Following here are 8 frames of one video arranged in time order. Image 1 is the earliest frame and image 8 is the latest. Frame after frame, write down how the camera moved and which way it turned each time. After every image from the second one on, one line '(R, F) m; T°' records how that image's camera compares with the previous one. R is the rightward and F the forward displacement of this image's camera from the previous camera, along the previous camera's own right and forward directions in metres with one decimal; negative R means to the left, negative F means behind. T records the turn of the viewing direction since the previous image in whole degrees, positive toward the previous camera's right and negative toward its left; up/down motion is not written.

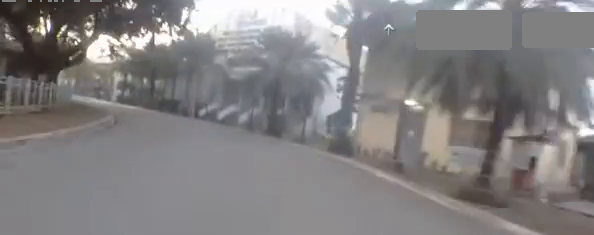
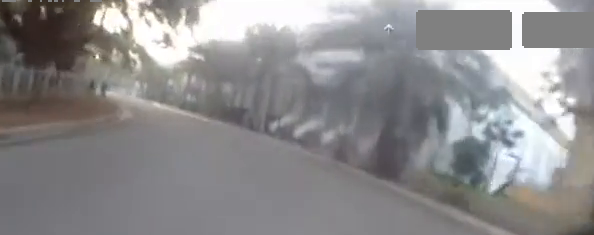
(-0.8, +10.9) m; -9°
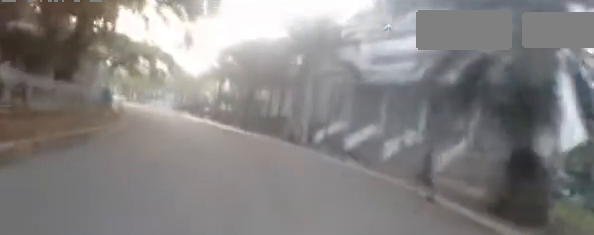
(-0.1, +5.6) m; -6°
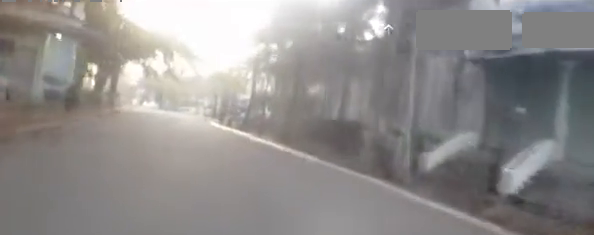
(-1.7, +12.1) m; -13°
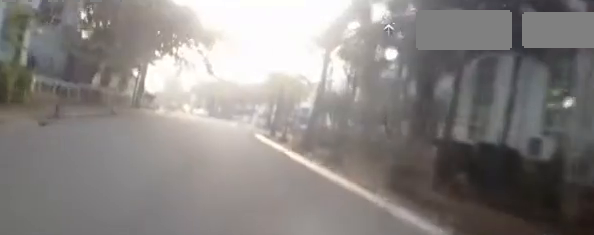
(-1.1, +10.9) m; -12°
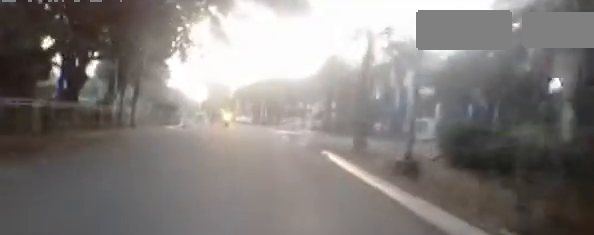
(-1.1, +12.6) m; -4°
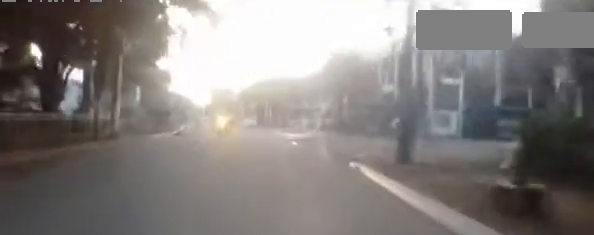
(+0.1, +3.7) m; +3°
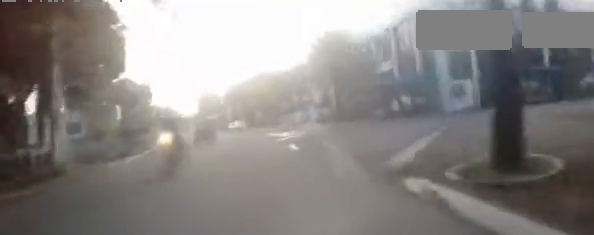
(0.0, +4.4) m; +4°
